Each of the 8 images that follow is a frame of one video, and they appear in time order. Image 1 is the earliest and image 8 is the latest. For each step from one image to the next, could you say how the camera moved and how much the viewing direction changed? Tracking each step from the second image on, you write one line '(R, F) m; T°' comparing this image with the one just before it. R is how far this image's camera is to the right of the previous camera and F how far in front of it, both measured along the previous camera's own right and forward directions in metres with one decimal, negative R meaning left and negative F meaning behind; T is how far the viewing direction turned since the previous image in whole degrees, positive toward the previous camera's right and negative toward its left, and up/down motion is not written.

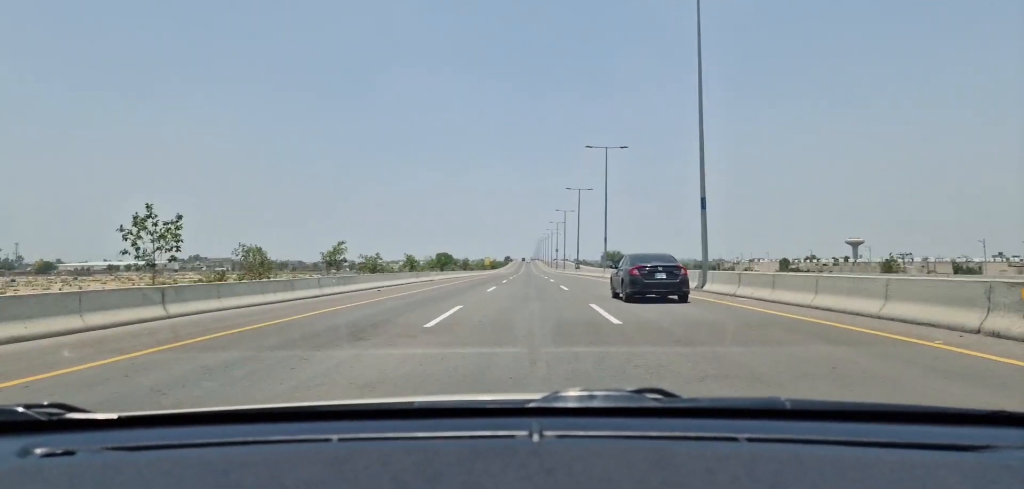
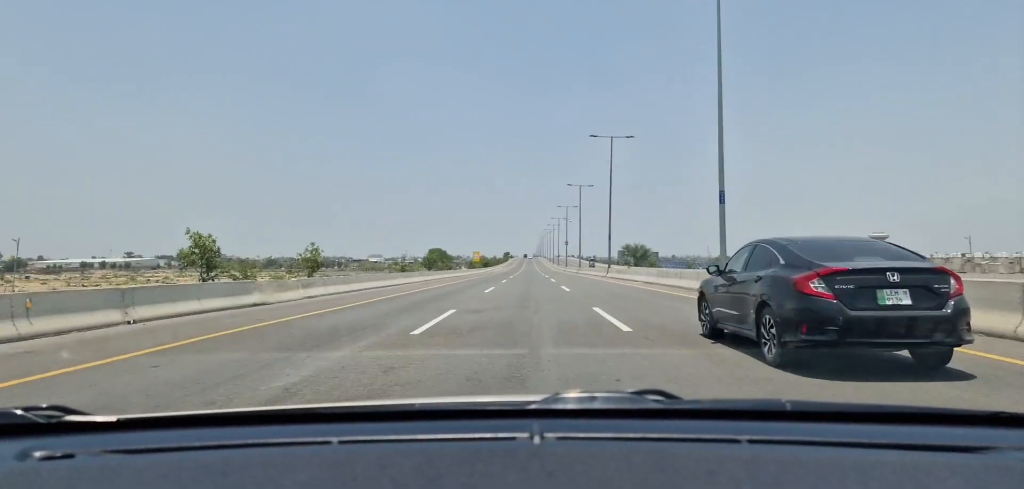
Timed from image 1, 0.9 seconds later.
(0.0, +37.7) m; 0°
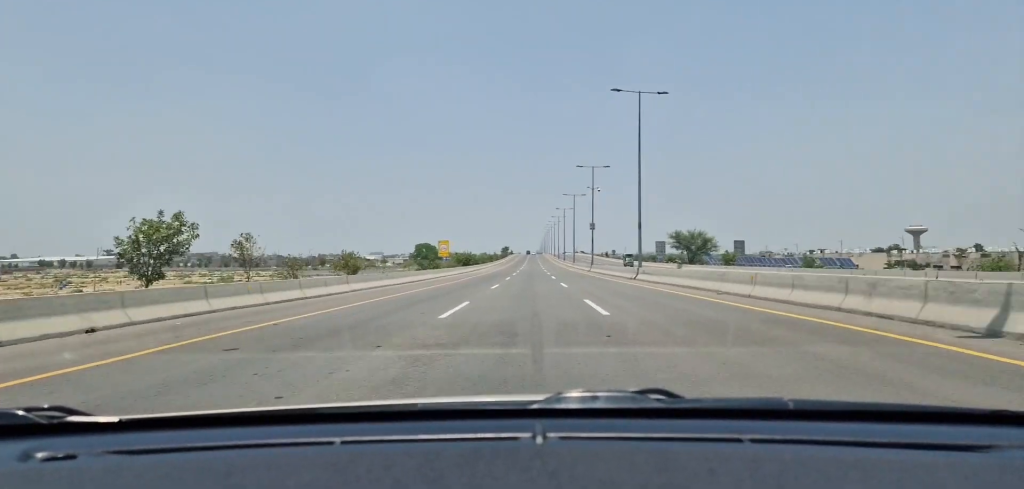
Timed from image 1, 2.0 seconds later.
(+0.3, +50.2) m; 0°
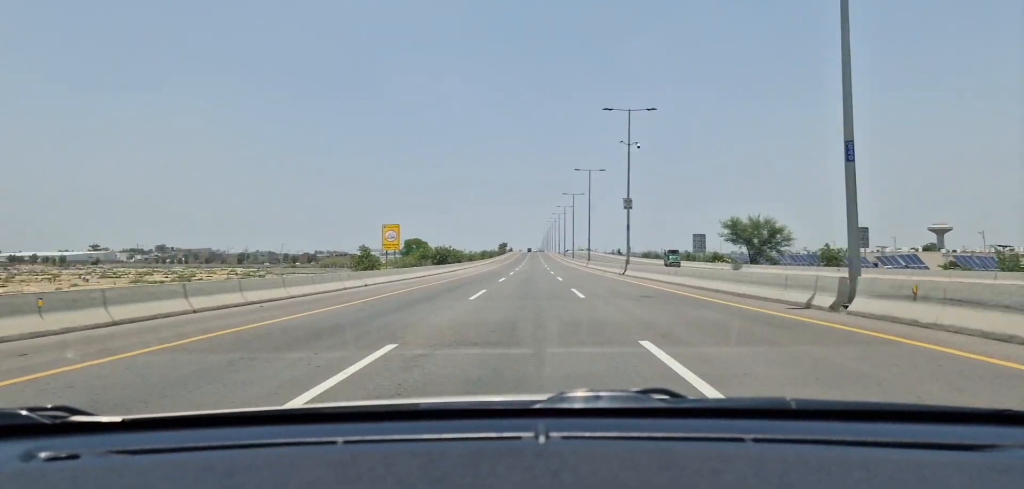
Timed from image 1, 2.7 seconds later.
(-0.3, +30.6) m; 0°
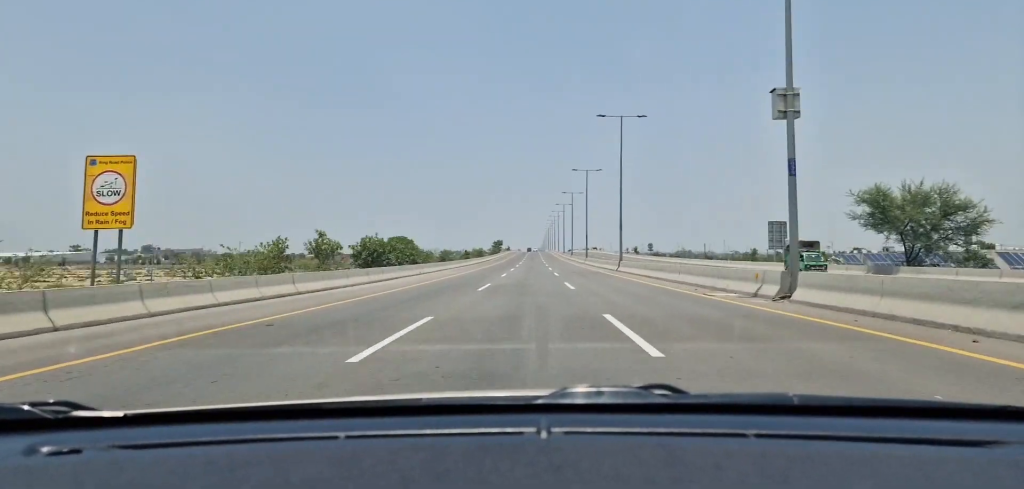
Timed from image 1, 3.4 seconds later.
(+0.1, +31.3) m; 0°
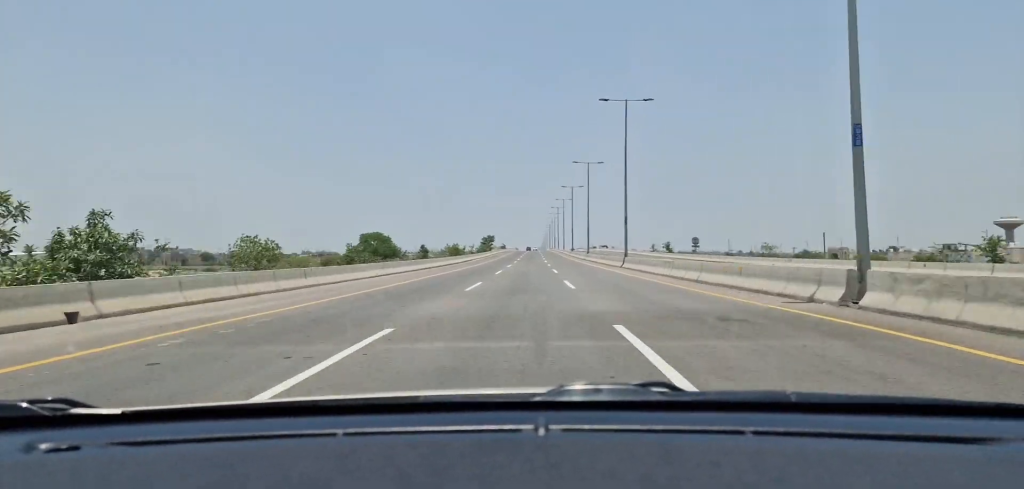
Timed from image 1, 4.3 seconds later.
(+0.1, +38.7) m; 0°
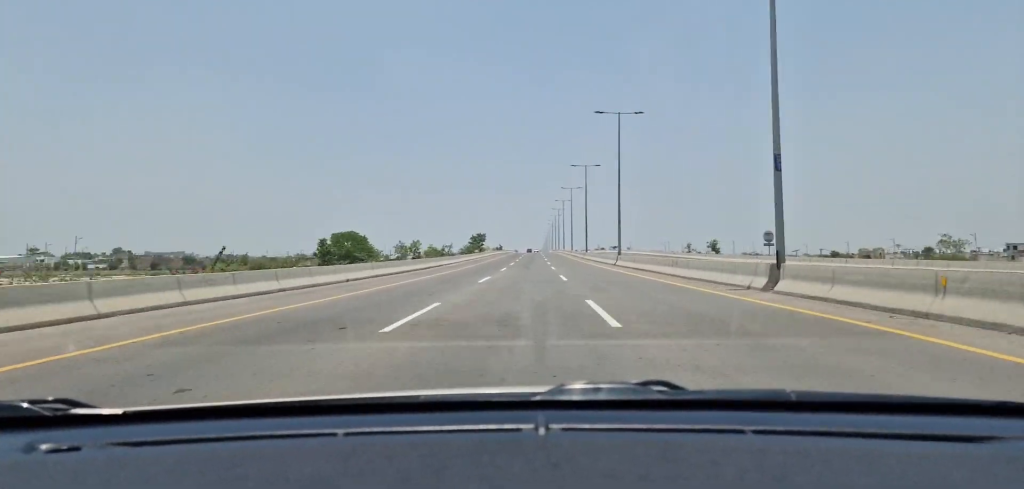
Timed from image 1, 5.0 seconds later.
(-0.3, +31.3) m; 0°
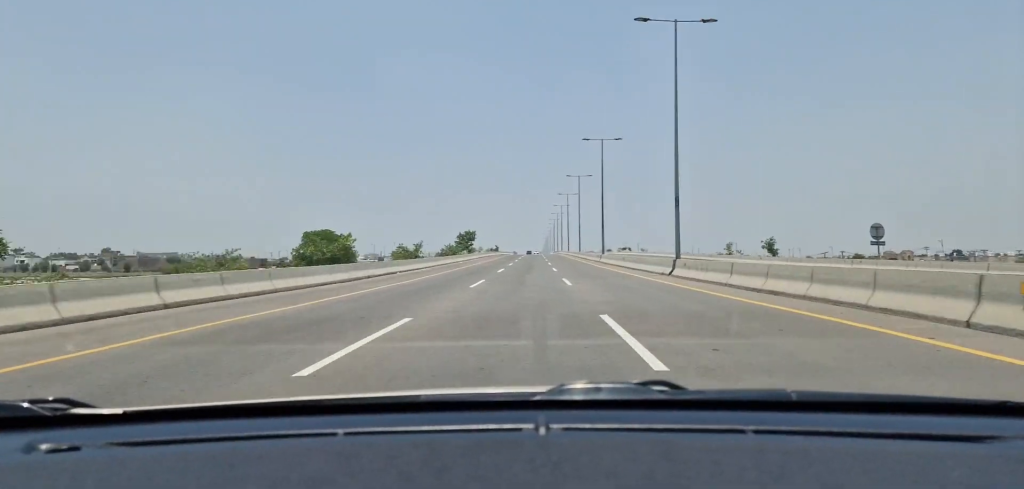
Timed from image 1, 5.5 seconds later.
(0.0, +21.2) m; 0°
